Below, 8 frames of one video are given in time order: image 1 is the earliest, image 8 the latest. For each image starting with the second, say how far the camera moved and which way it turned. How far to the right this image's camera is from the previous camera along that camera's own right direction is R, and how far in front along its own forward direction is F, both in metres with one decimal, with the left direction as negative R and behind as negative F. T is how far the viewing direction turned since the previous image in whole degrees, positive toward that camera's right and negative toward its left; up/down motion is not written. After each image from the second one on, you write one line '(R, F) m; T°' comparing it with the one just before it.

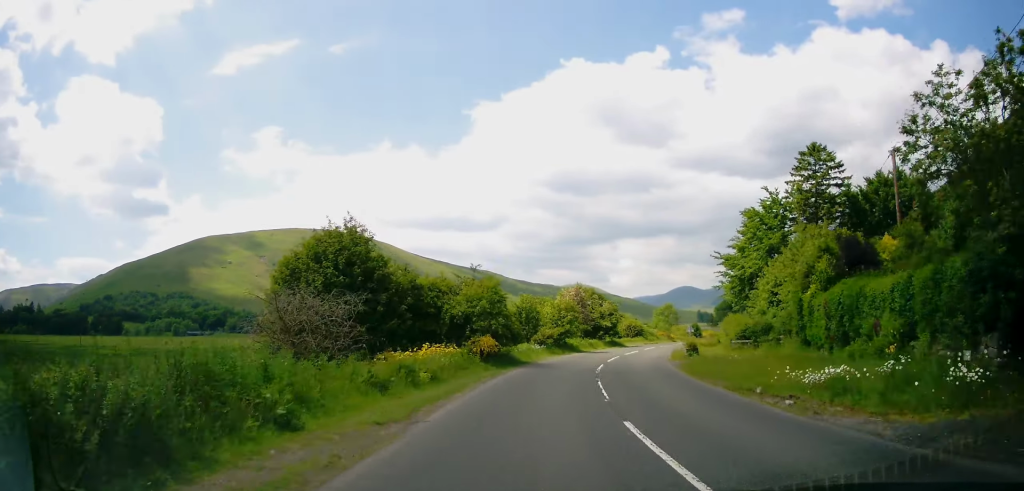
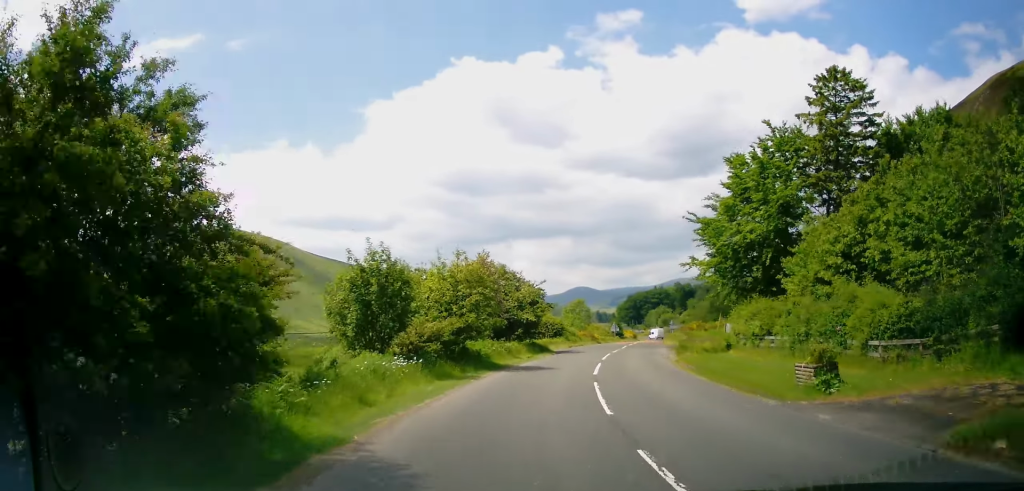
(+2.1, +20.0) m; +9°
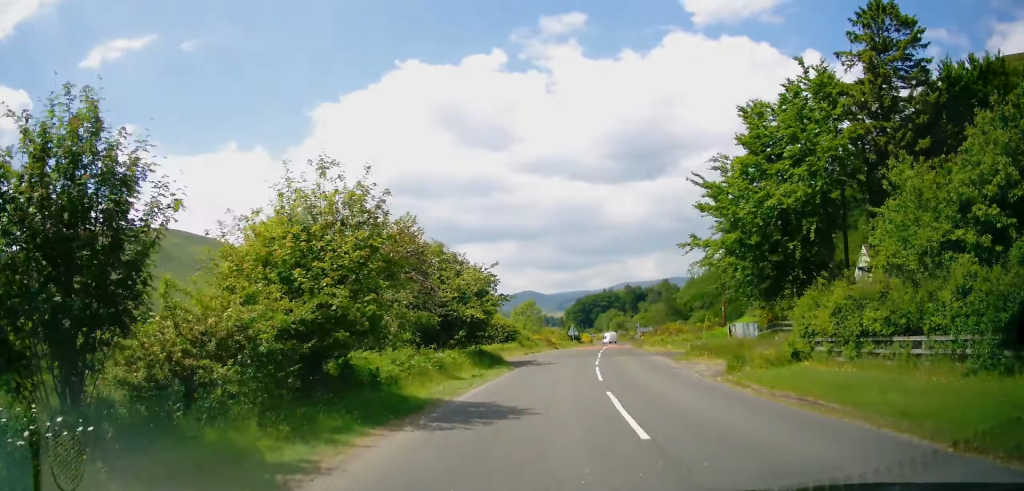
(+0.3, +11.0) m; +4°
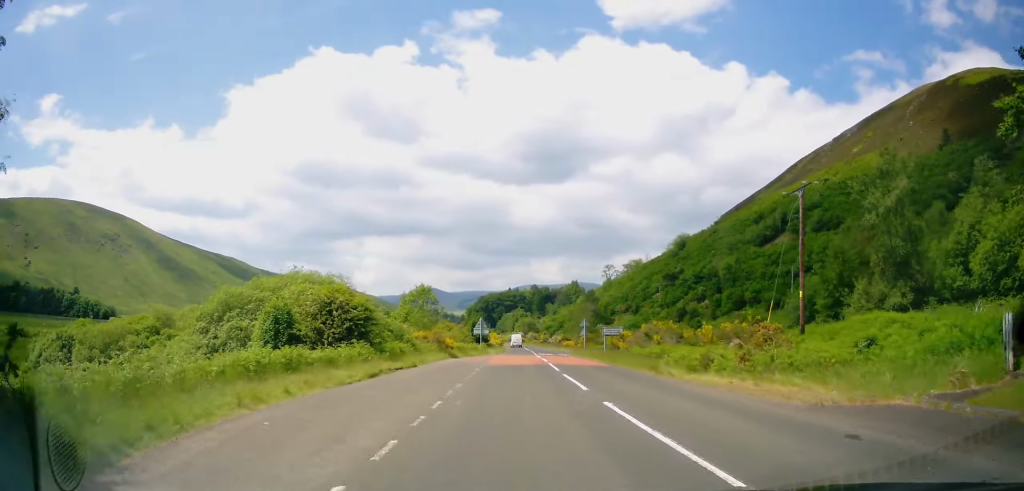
(+2.8, +28.8) m; +10°
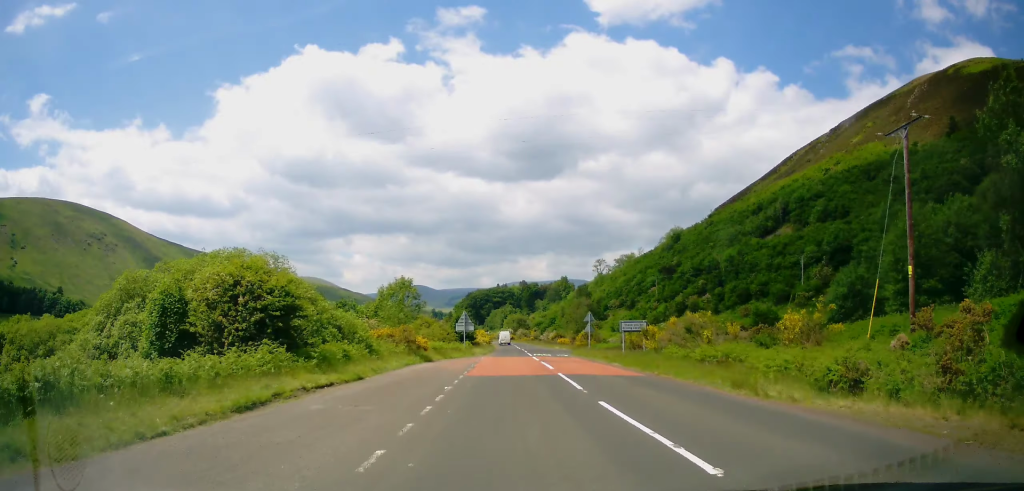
(+0.3, +9.0) m; 0°
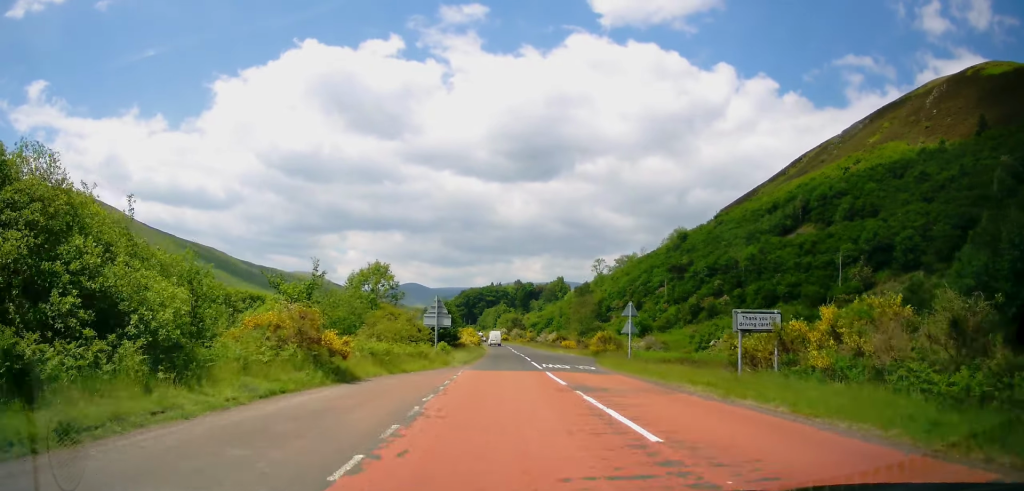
(-0.3, +15.4) m; 0°
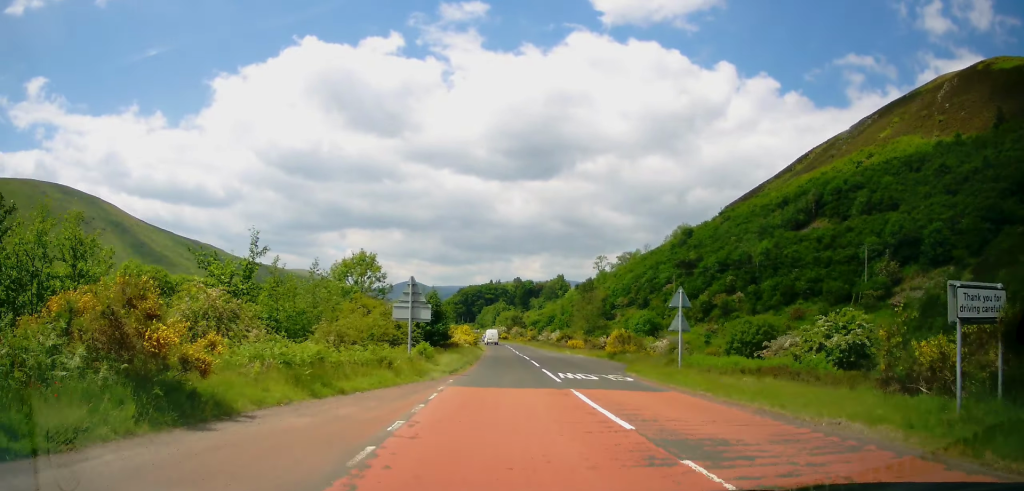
(0.0, +8.0) m; +1°
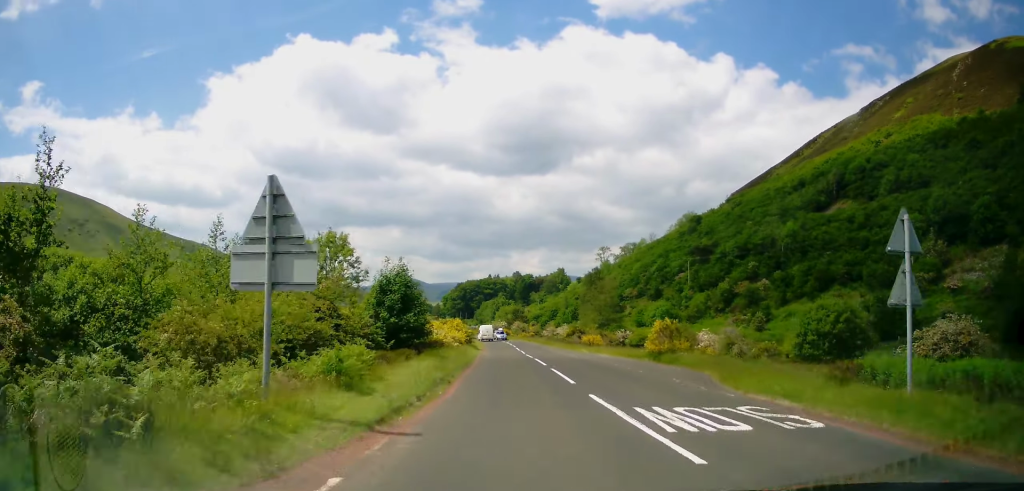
(+0.2, +12.4) m; +3°
